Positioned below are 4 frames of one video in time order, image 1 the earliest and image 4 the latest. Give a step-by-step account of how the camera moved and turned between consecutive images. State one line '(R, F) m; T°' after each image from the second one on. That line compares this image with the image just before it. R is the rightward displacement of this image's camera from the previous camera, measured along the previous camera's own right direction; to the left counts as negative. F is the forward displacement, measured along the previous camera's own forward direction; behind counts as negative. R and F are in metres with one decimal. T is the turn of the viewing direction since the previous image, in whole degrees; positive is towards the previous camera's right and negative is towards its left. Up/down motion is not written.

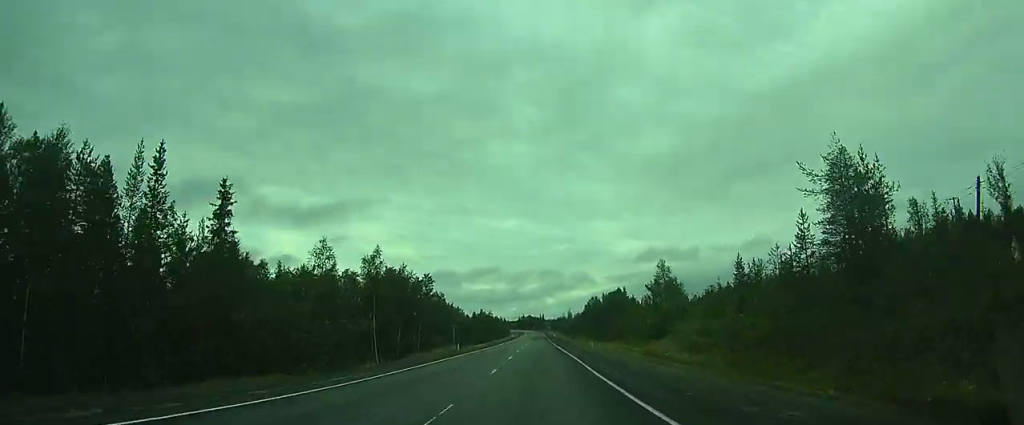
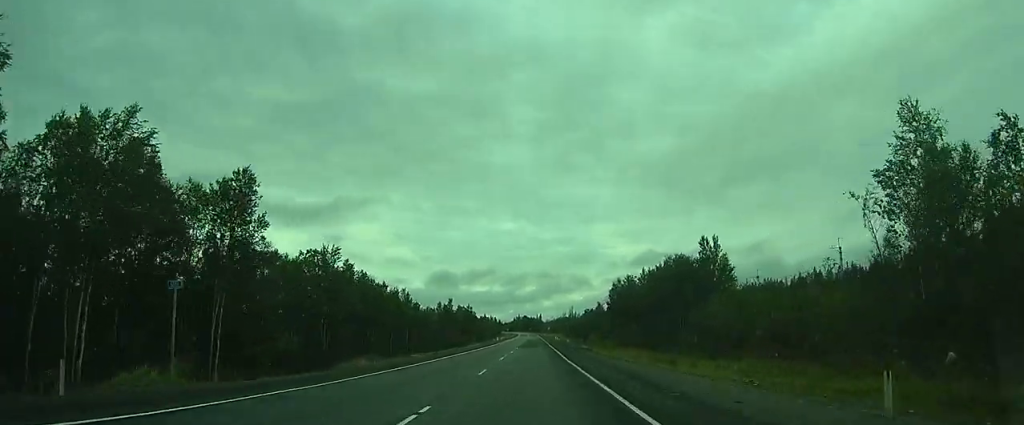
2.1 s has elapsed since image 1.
(+0.3, +45.9) m; +1°
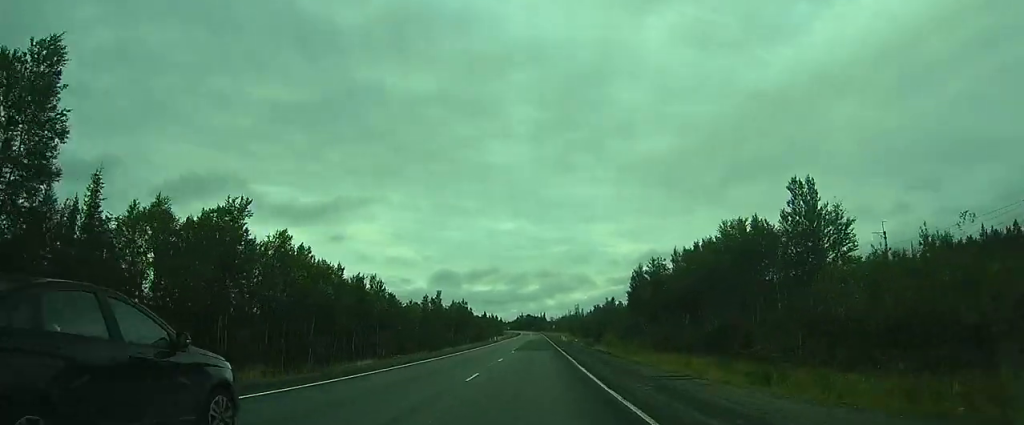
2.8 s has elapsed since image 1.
(0.0, +14.6) m; 0°
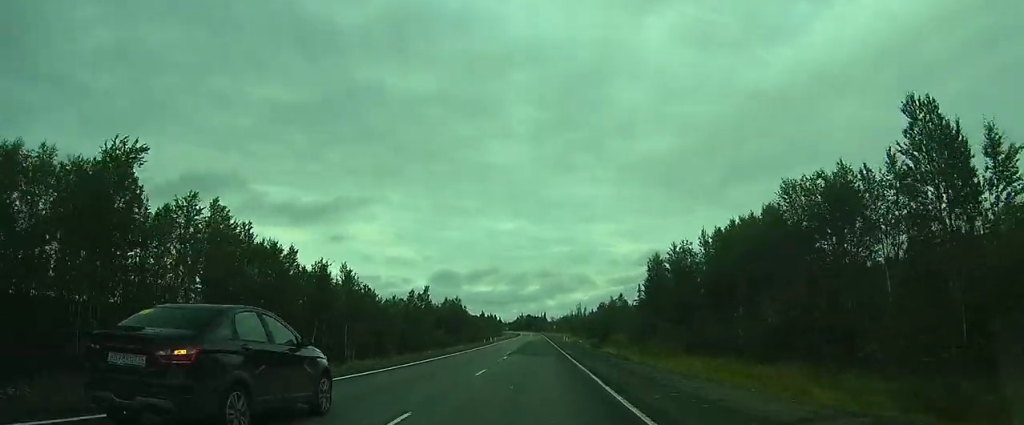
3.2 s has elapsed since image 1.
(0.0, +9.5) m; 0°
